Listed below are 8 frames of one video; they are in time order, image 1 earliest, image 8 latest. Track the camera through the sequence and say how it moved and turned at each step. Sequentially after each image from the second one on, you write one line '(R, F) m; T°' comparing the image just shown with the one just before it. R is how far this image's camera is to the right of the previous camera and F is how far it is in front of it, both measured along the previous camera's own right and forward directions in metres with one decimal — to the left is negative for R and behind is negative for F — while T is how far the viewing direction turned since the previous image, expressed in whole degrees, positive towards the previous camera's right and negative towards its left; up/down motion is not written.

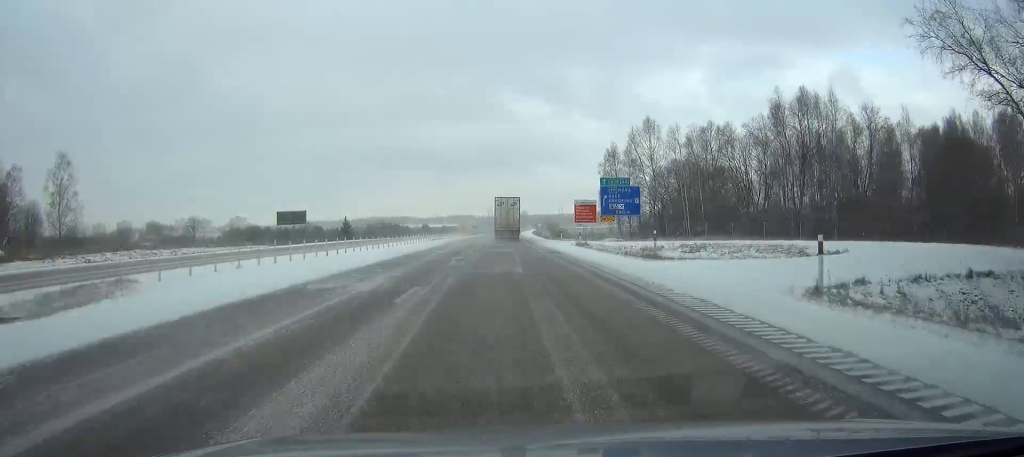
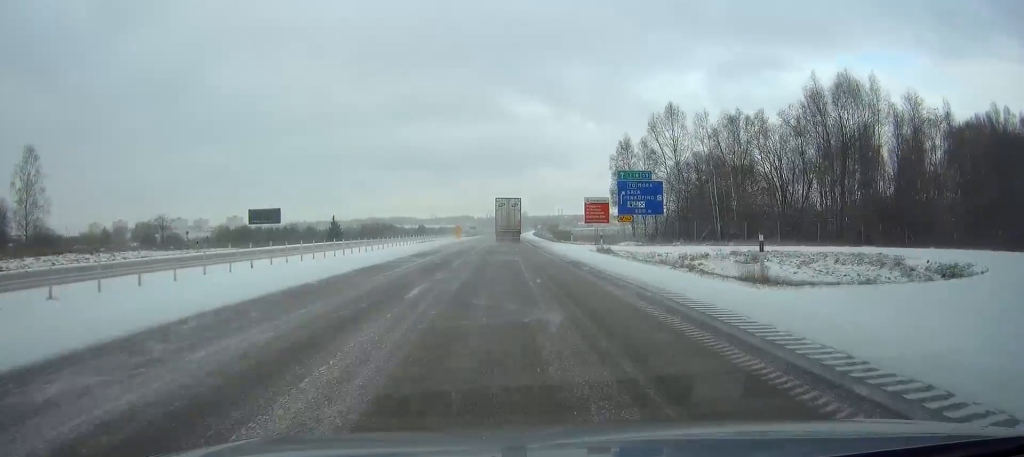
(0.0, +11.0) m; 0°
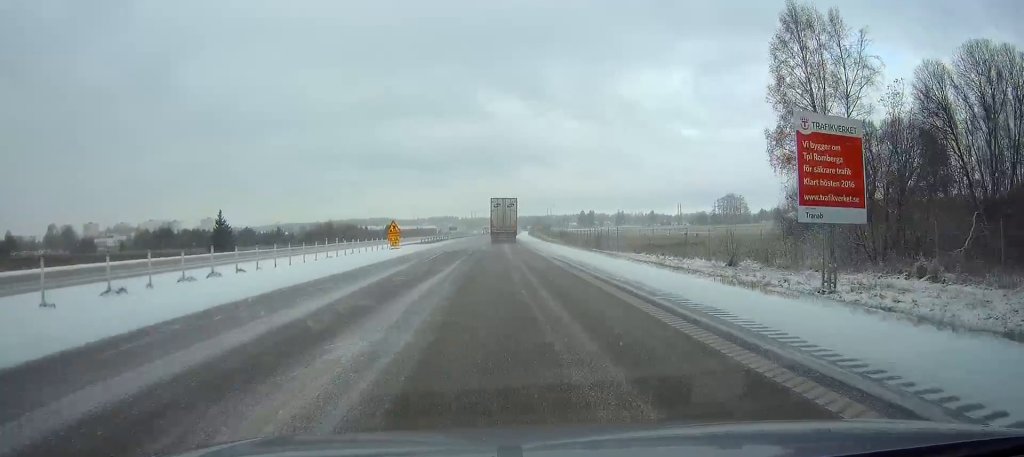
(+0.6, +58.6) m; +1°
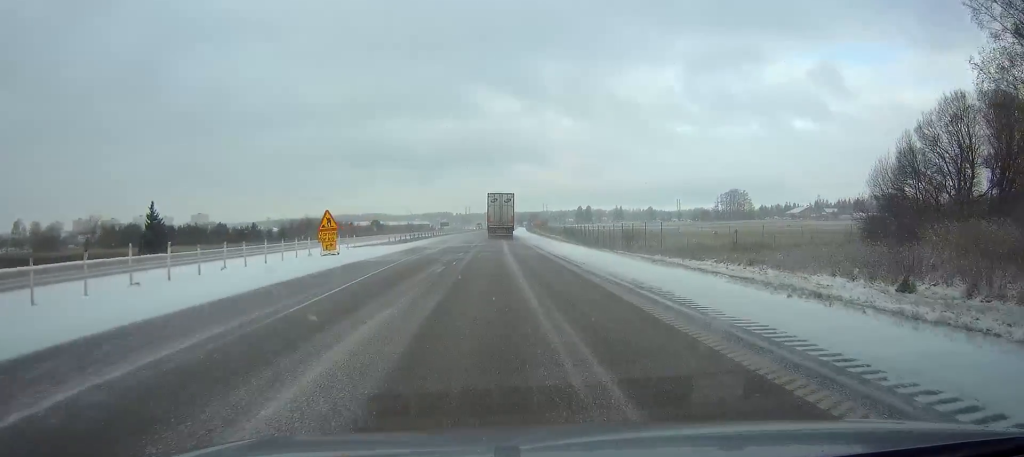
(+0.1, +19.3) m; 0°
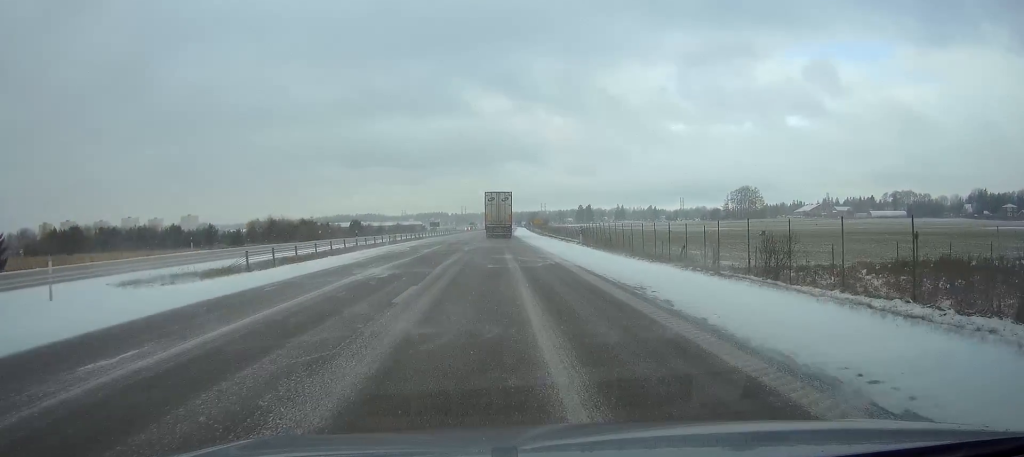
(0.0, +30.7) m; 0°
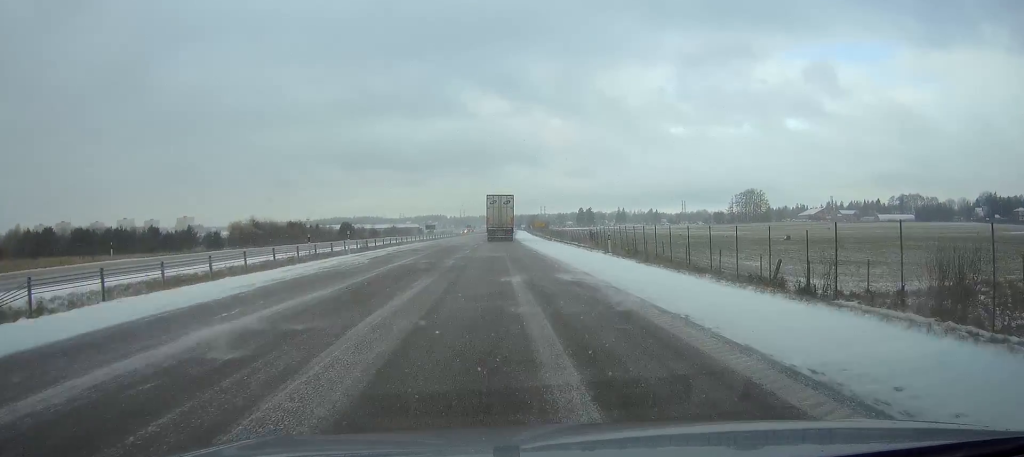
(+0.1, +12.2) m; 0°
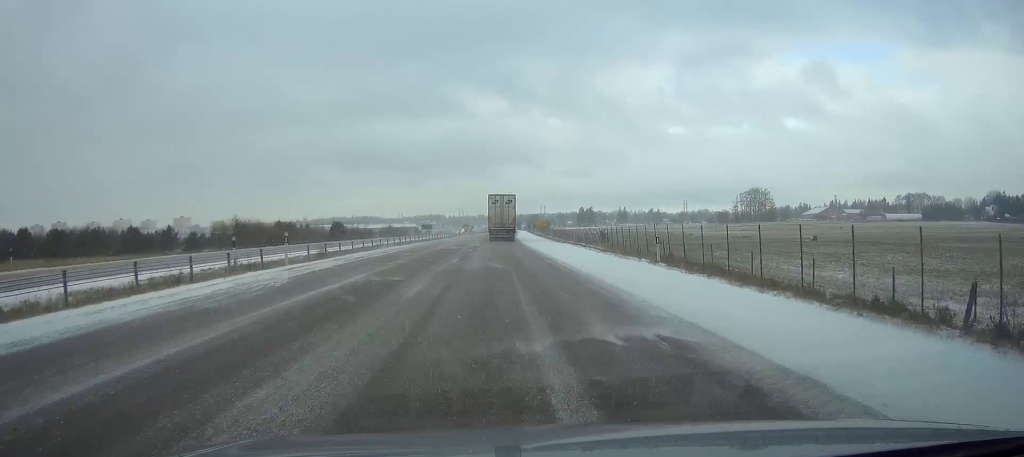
(+0.1, +10.6) m; 0°
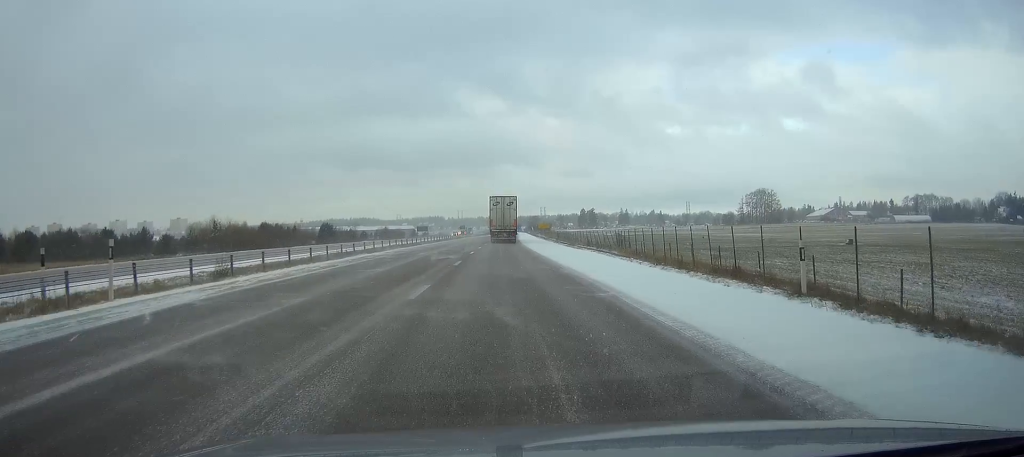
(0.0, +12.1) m; 0°
